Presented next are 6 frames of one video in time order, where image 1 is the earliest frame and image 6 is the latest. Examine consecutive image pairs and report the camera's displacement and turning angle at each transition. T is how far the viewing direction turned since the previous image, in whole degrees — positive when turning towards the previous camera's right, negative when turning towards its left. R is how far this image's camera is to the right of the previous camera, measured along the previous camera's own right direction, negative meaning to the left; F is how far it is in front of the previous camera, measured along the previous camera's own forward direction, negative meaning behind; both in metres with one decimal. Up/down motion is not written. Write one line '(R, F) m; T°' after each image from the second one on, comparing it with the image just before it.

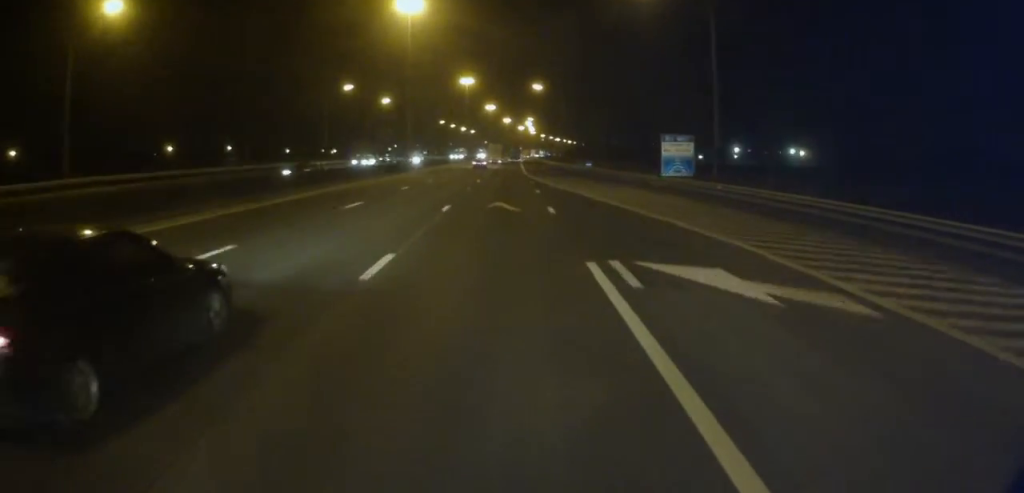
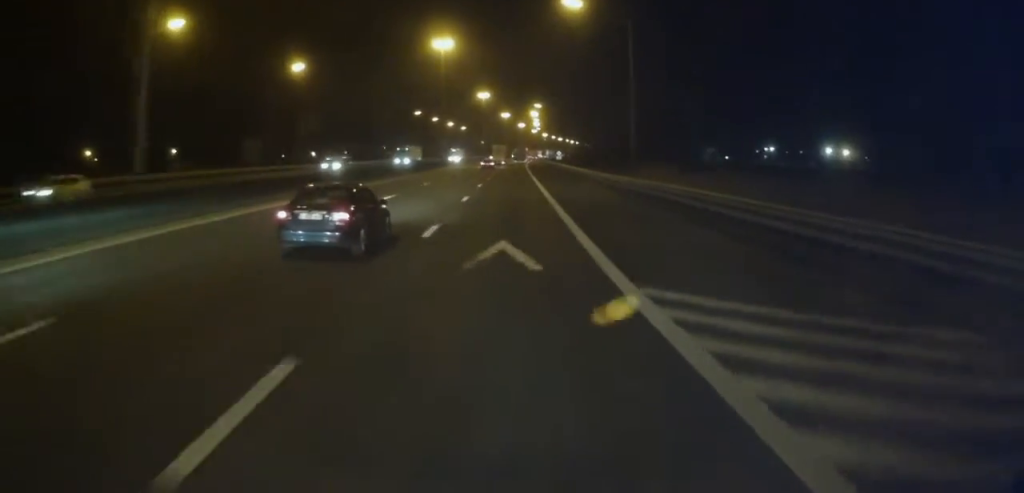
(+0.9, +56.1) m; +1°
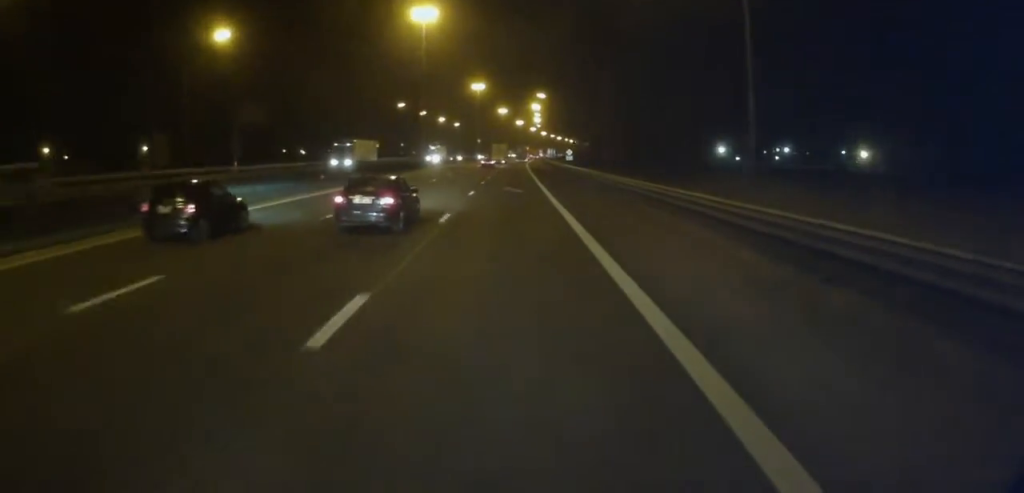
(-0.4, +21.9) m; -1°
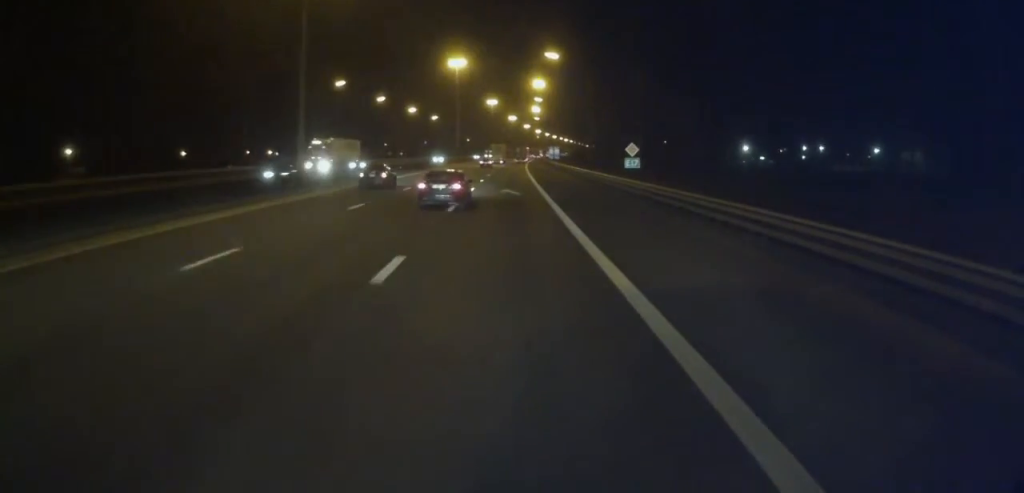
(+0.8, +46.0) m; +1°
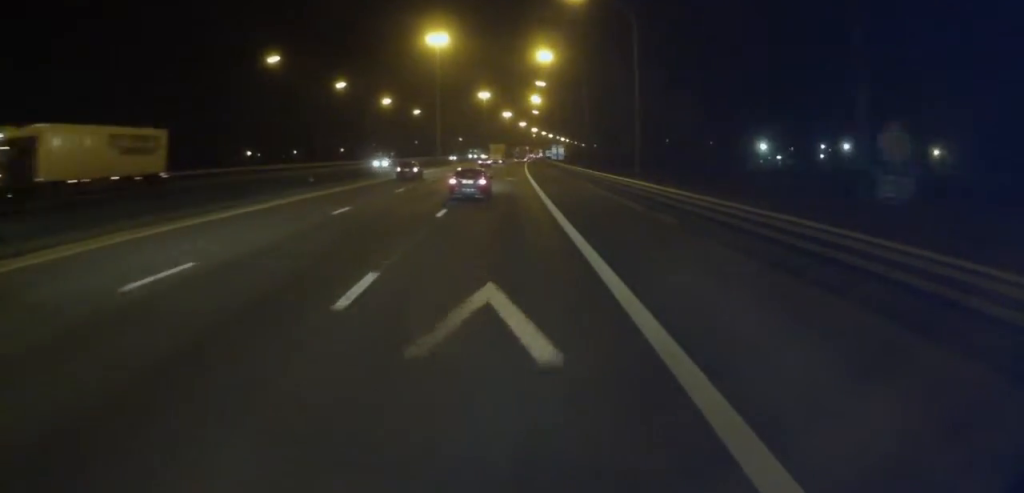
(-0.3, +26.6) m; +1°
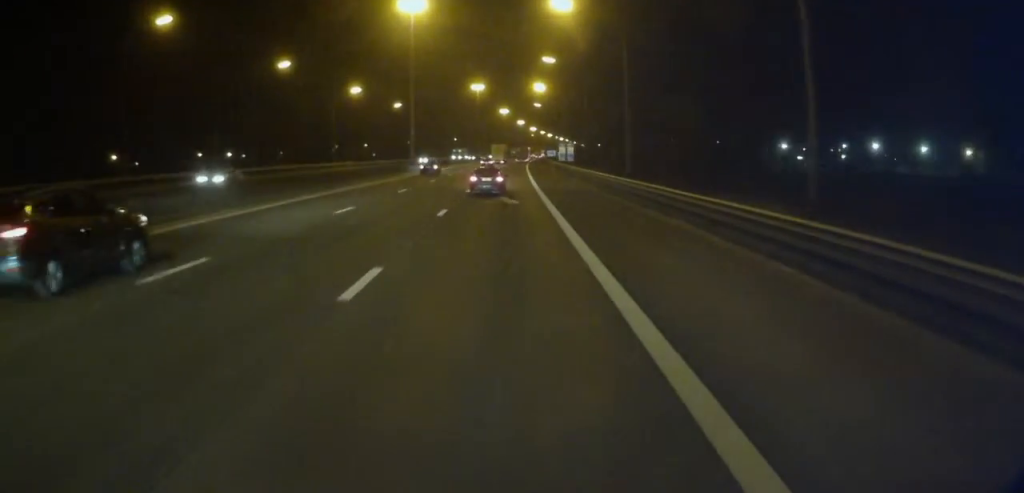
(+0.5, +24.3) m; 0°
